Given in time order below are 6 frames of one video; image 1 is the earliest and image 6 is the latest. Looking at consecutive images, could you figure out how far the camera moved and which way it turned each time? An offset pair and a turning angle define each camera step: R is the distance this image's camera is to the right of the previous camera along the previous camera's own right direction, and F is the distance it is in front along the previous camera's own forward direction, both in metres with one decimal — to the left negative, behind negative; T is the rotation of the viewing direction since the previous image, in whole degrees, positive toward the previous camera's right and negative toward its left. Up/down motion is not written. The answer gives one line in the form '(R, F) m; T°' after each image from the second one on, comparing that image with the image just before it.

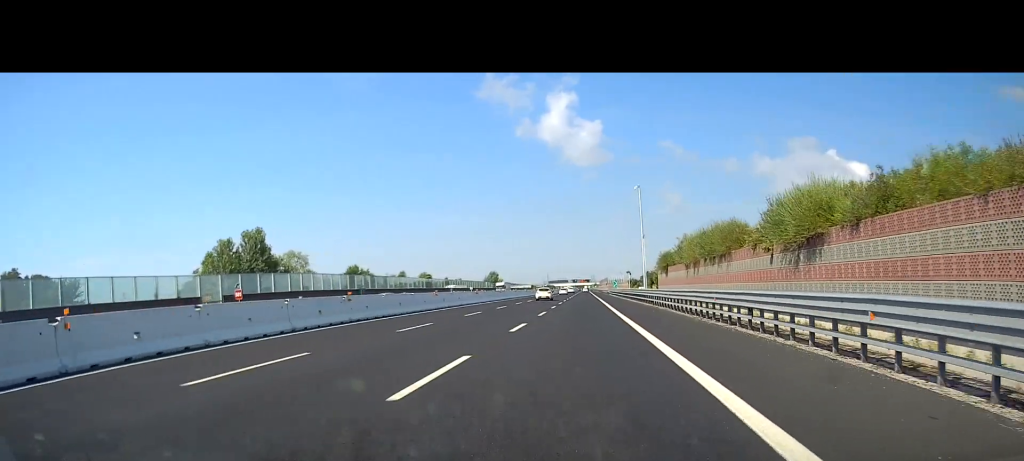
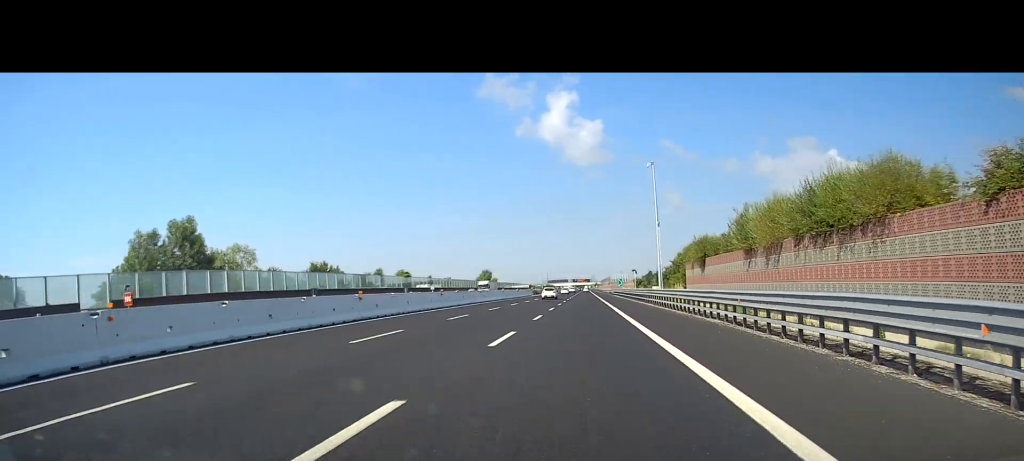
(-0.1, +16.8) m; 0°
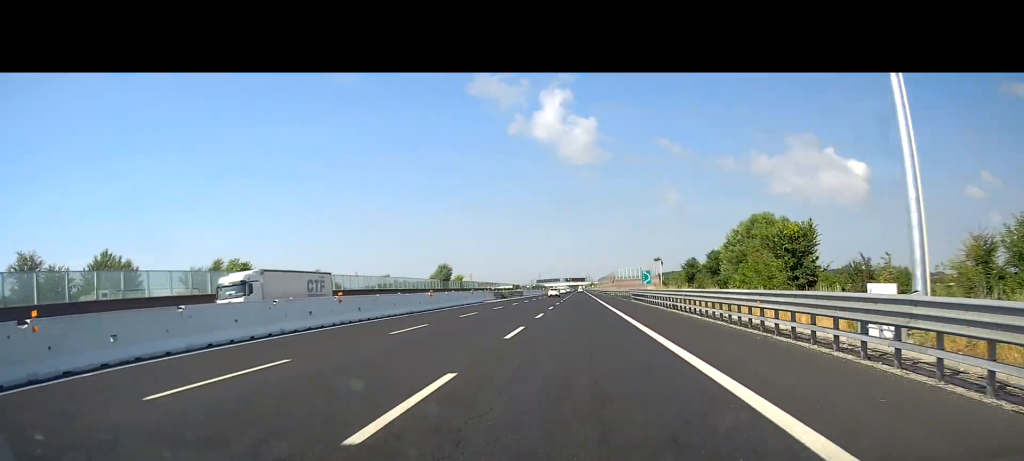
(+0.6, +56.5) m; +1°
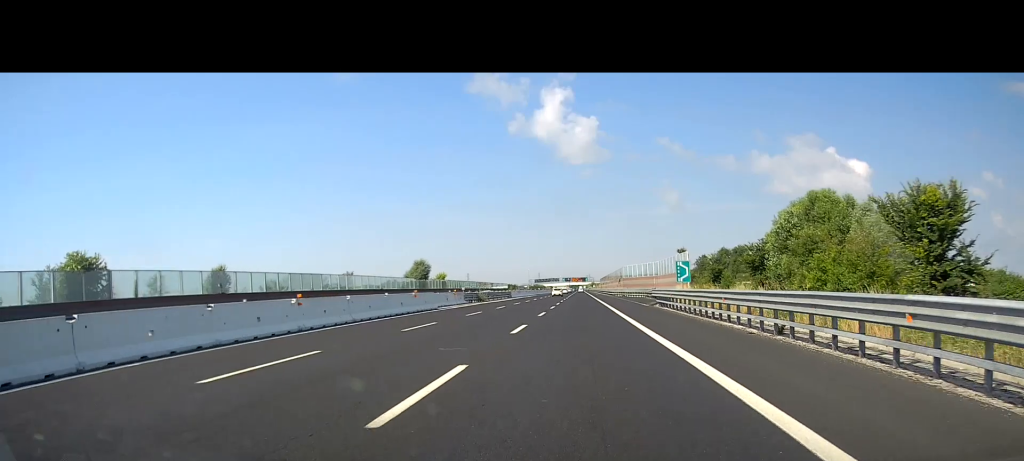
(0.0, +22.0) m; 0°
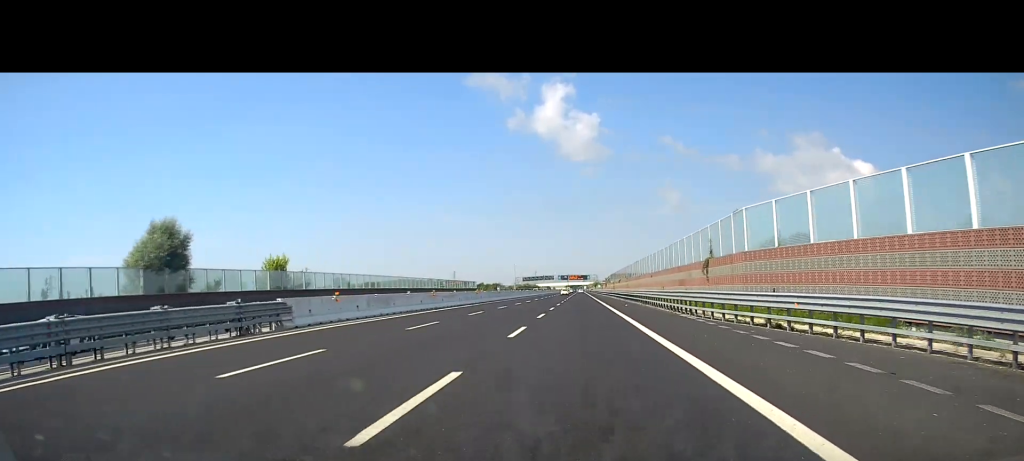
(-1.0, +83.8) m; -1°
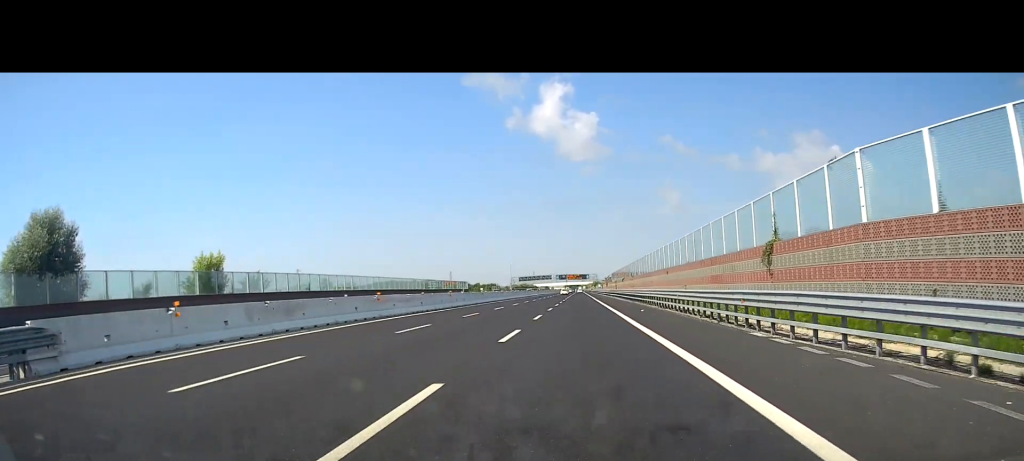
(+0.1, +13.2) m; 0°
